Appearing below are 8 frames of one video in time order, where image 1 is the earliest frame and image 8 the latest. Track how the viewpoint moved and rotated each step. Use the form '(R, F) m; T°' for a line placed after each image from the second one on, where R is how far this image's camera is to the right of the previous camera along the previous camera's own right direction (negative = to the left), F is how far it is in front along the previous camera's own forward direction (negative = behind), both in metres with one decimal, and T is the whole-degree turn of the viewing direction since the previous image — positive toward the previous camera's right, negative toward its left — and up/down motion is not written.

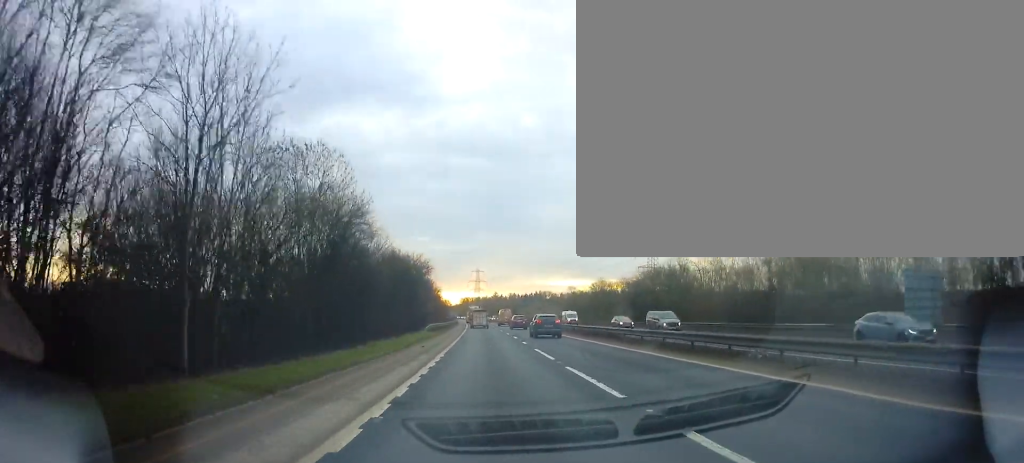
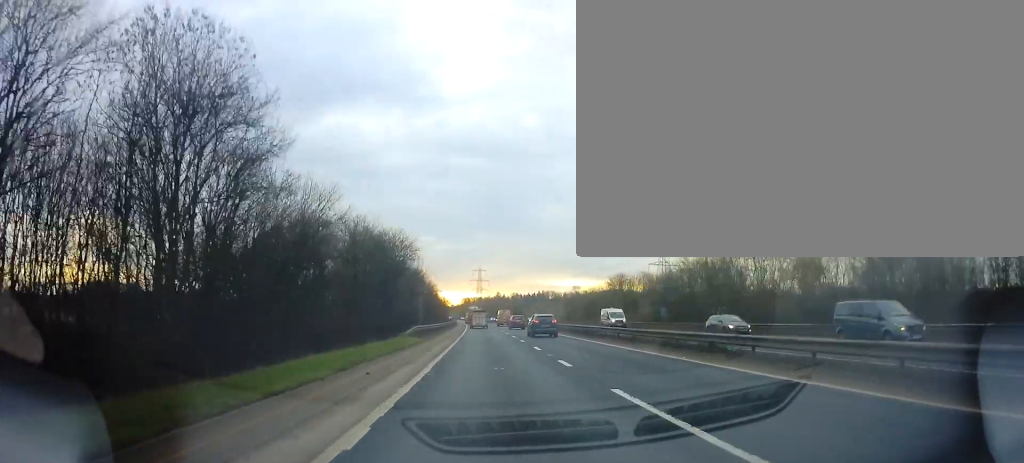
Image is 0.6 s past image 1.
(-0.2, +14.2) m; 0°
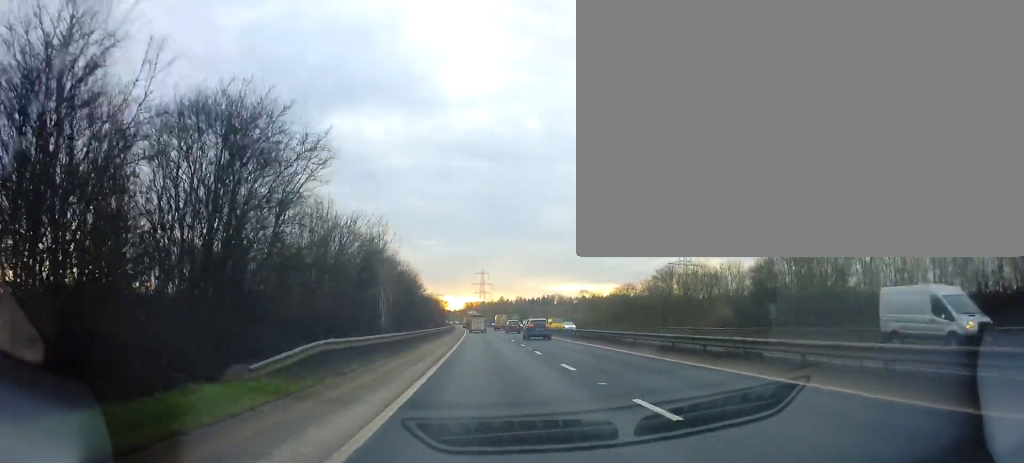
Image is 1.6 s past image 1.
(-0.1, +24.9) m; 0°
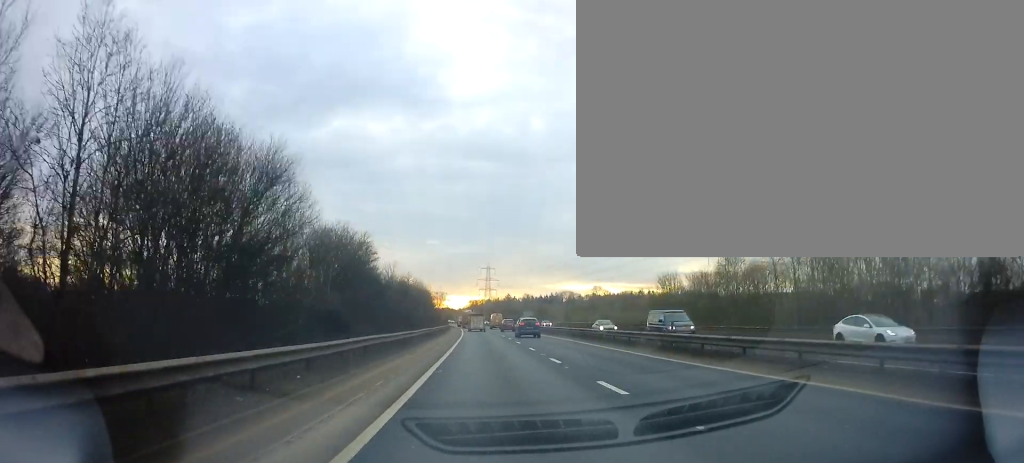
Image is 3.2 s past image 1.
(-0.3, +38.5) m; -1°
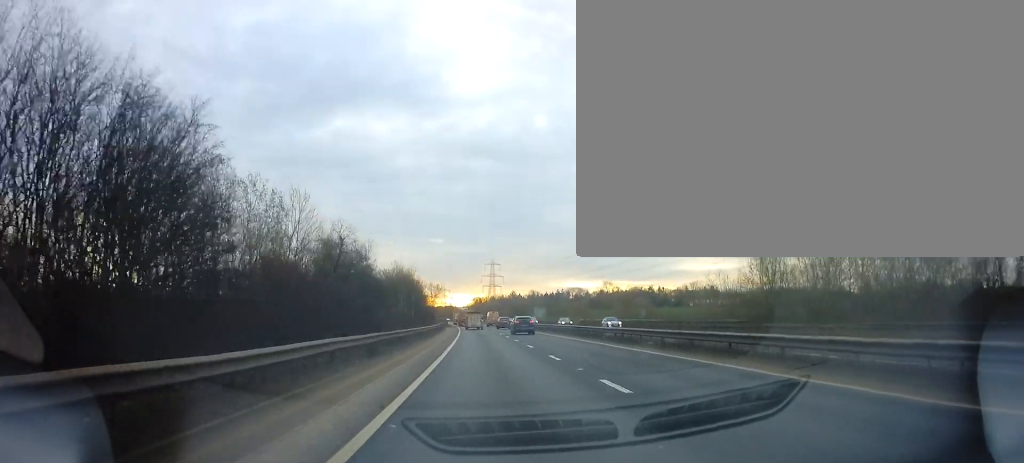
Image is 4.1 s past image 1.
(-0.1, +24.6) m; 0°
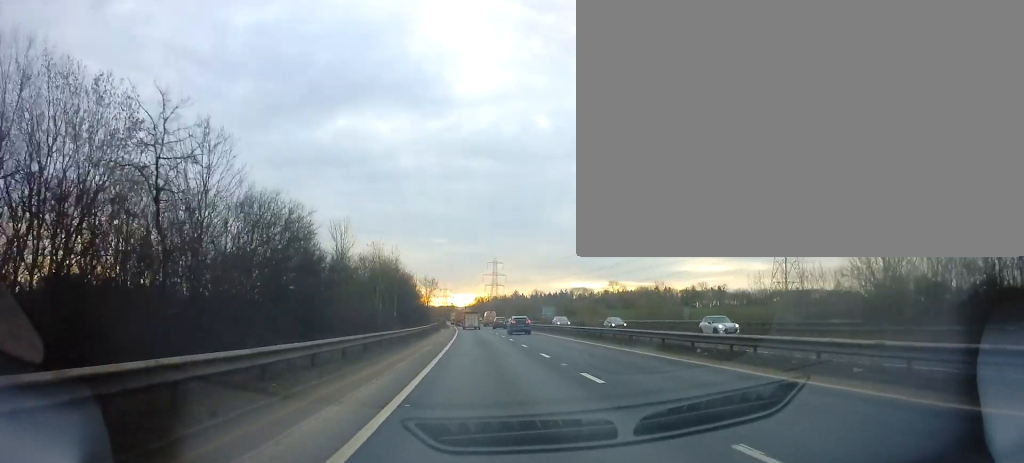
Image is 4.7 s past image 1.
(+0.3, +14.5) m; 0°
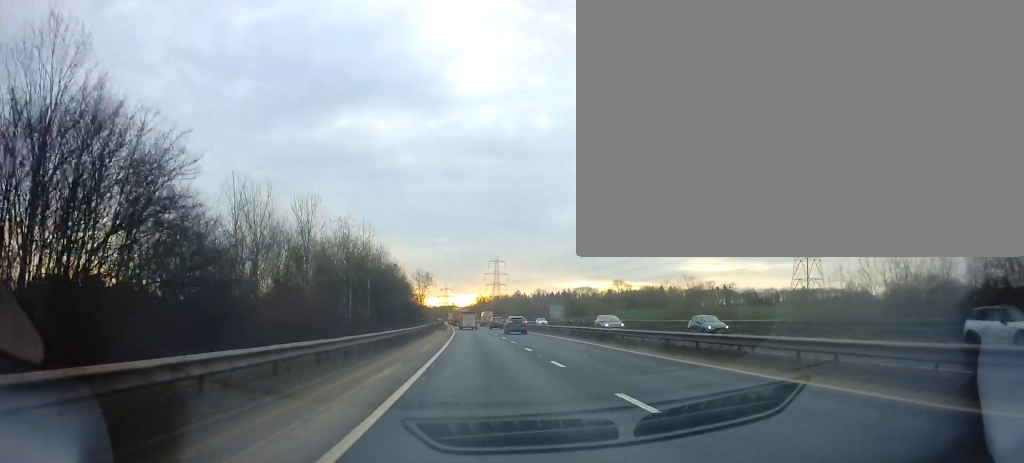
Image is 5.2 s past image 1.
(-0.2, +11.9) m; 0°
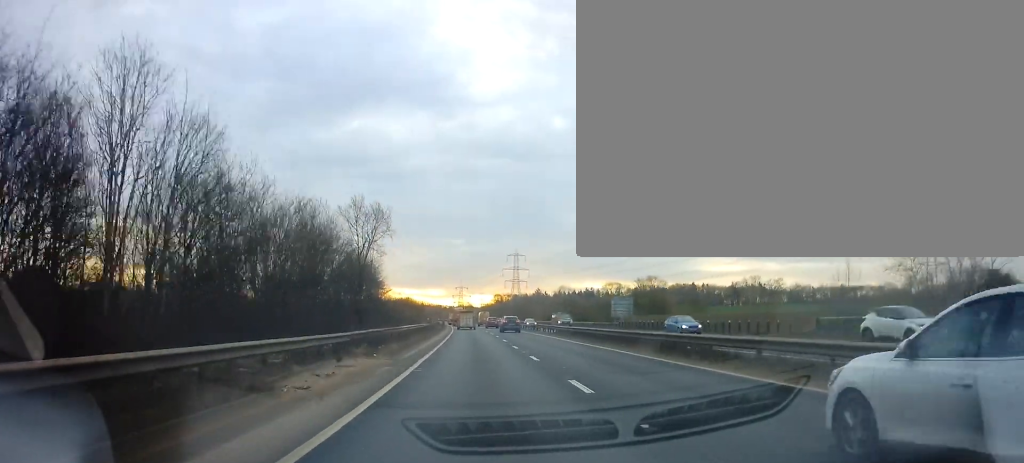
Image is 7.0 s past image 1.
(-0.8, +46.3) m; -2°
